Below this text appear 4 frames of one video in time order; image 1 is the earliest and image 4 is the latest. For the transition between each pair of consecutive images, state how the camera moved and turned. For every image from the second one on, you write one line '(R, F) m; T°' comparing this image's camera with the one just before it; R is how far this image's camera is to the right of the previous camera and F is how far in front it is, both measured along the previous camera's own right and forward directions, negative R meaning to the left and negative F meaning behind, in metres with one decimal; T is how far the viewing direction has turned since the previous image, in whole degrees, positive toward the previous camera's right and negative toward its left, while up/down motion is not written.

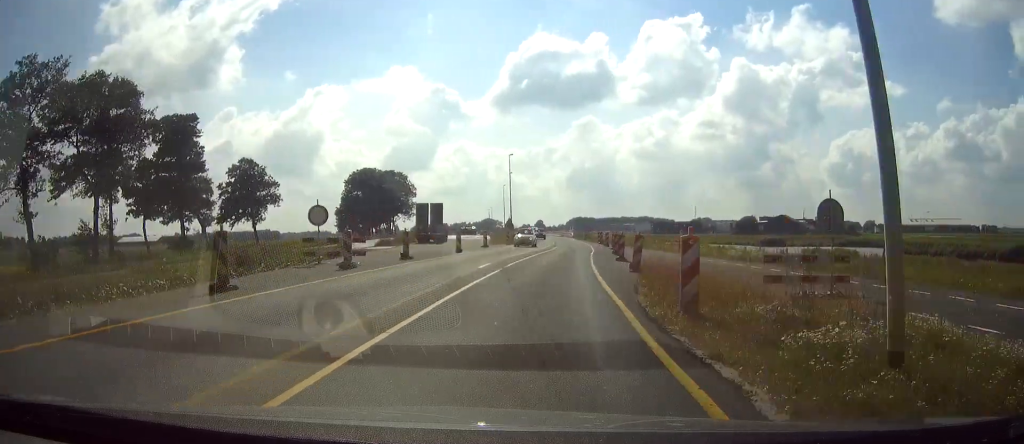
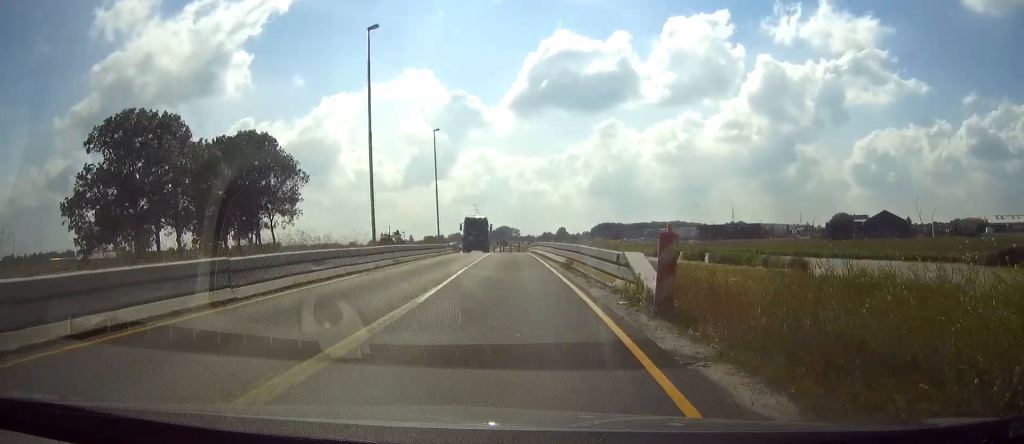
(+2.3, +94.1) m; -2°
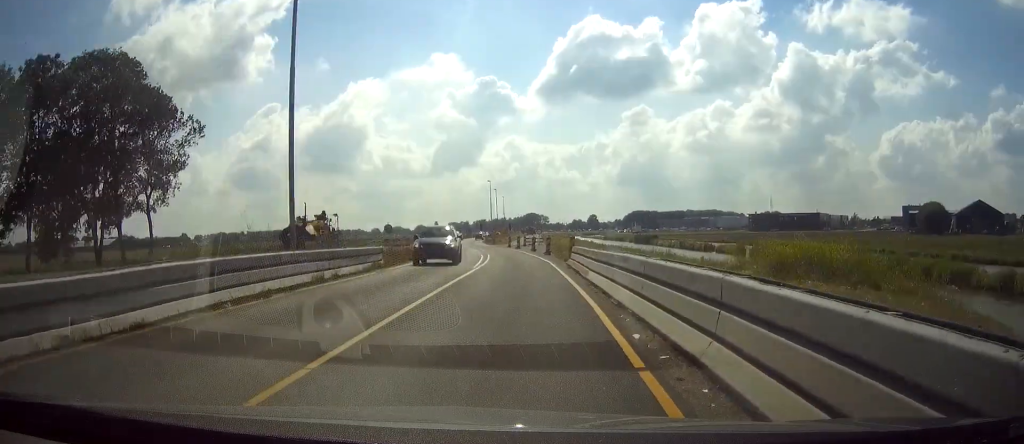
(-1.1, +44.2) m; -4°
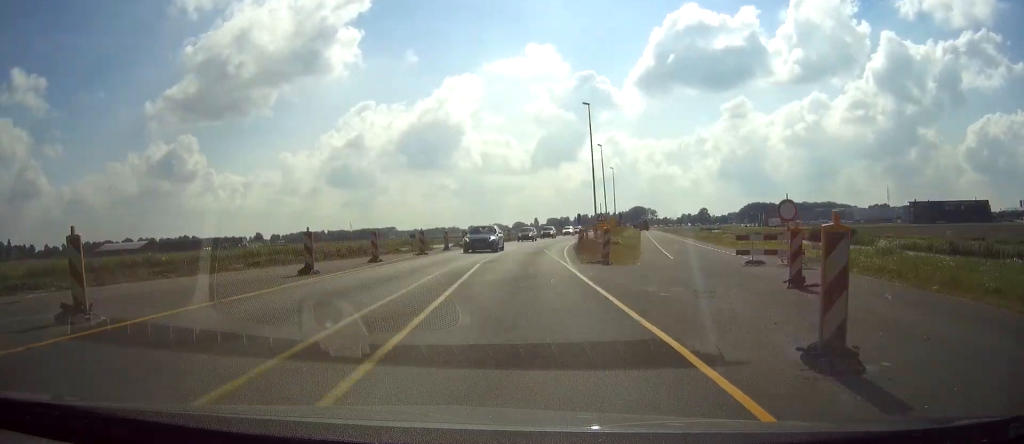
(-4.4, +74.6) m; -1°
